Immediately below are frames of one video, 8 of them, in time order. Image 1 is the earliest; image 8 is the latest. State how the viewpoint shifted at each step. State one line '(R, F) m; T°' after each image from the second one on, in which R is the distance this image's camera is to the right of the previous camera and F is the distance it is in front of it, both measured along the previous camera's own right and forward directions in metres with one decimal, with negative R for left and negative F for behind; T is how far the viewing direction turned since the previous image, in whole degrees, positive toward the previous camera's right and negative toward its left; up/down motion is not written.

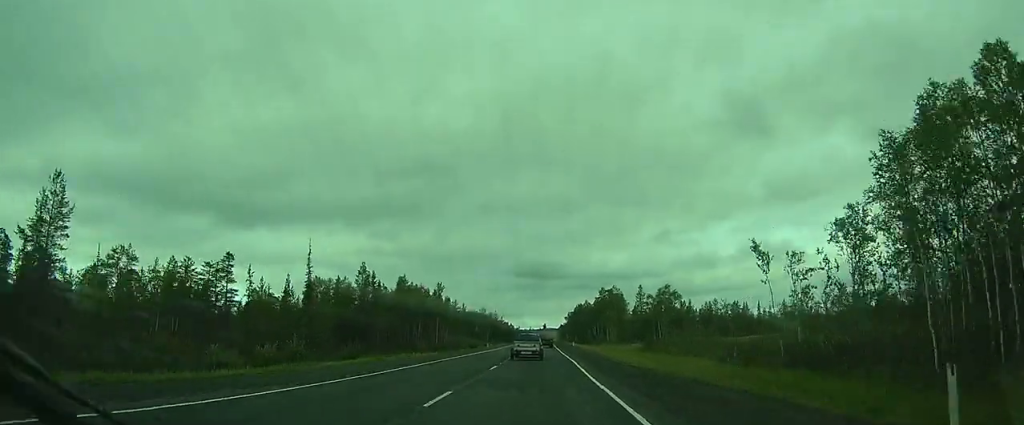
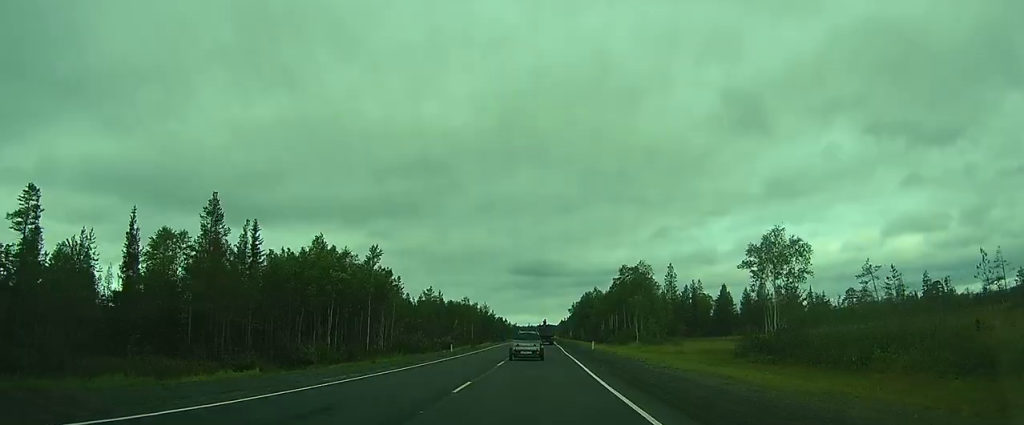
(0.0, +31.2) m; +1°
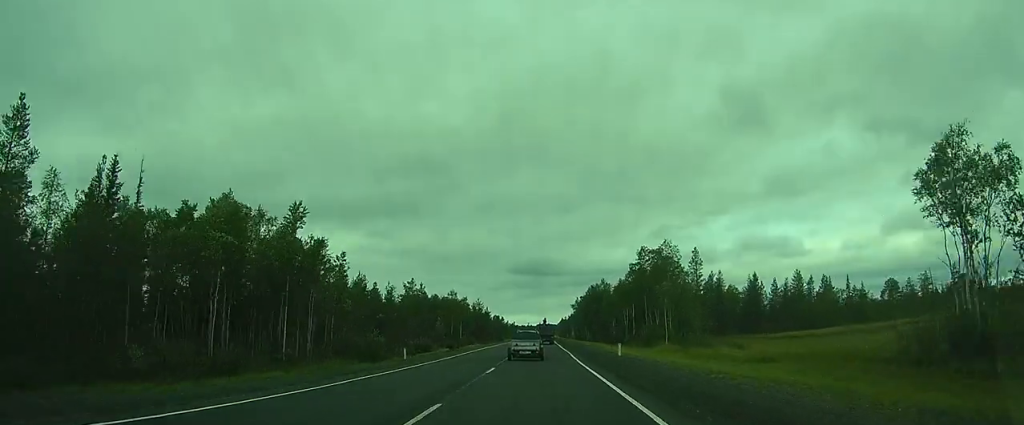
(-0.3, +16.1) m; +3°
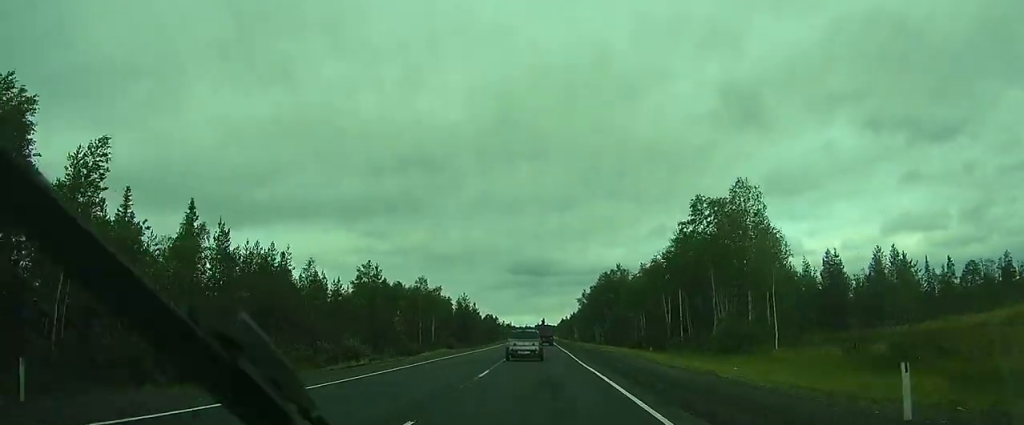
(+1.1, +24.9) m; 0°
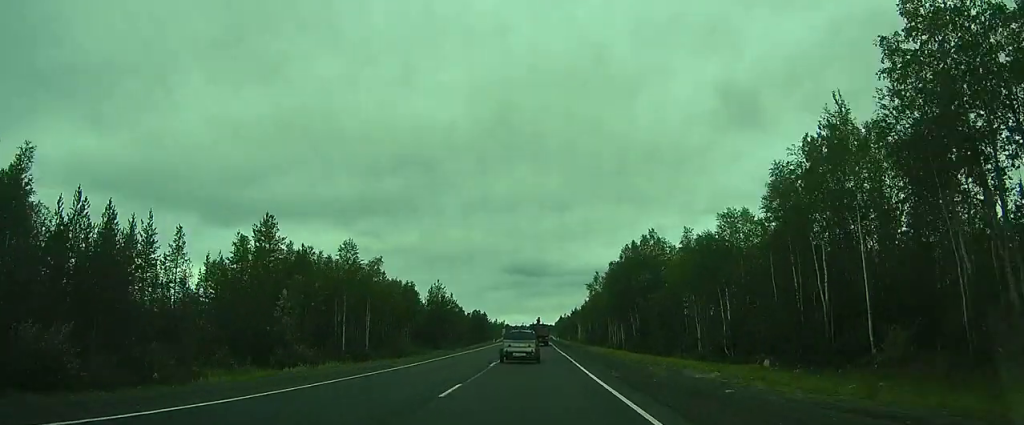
(-0.7, +28.7) m; 0°
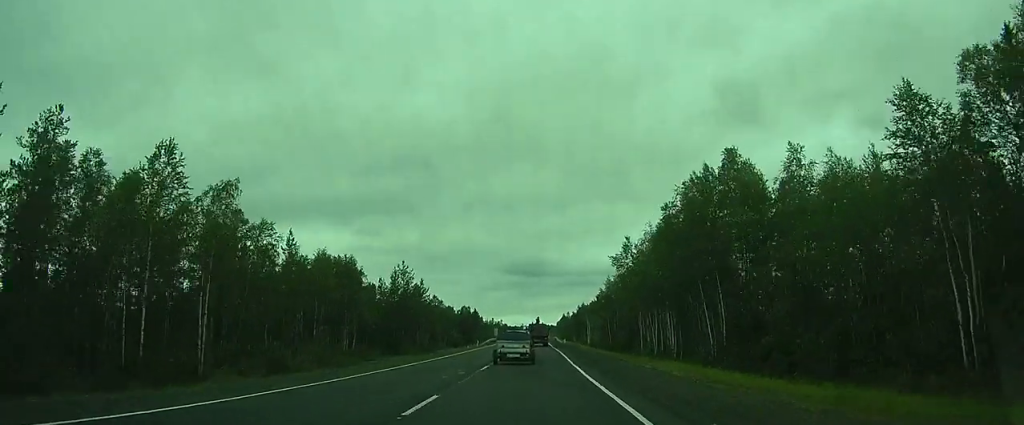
(+0.4, +26.6) m; +1°
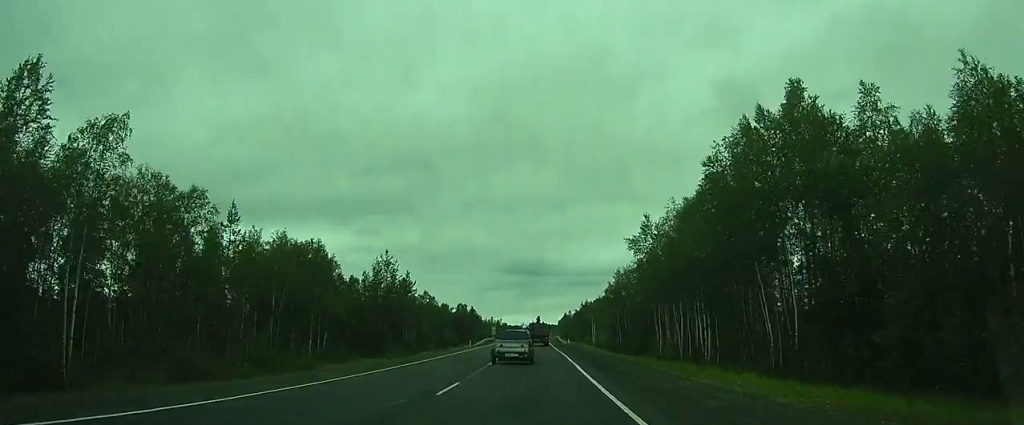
(0.0, +8.6) m; -1°
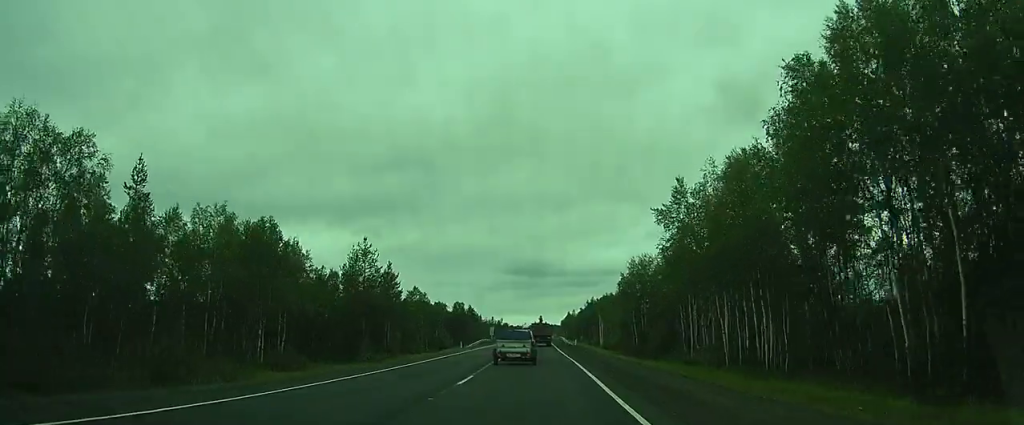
(+0.1, +9.2) m; -1°
